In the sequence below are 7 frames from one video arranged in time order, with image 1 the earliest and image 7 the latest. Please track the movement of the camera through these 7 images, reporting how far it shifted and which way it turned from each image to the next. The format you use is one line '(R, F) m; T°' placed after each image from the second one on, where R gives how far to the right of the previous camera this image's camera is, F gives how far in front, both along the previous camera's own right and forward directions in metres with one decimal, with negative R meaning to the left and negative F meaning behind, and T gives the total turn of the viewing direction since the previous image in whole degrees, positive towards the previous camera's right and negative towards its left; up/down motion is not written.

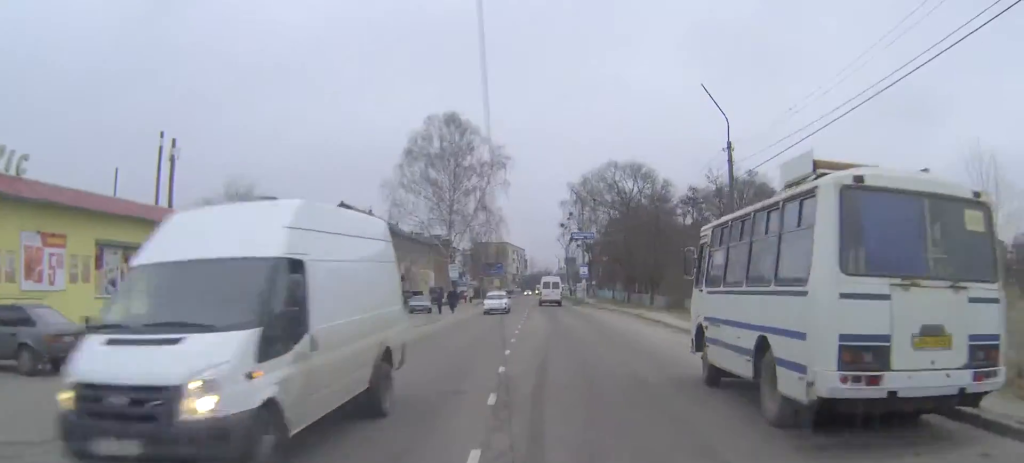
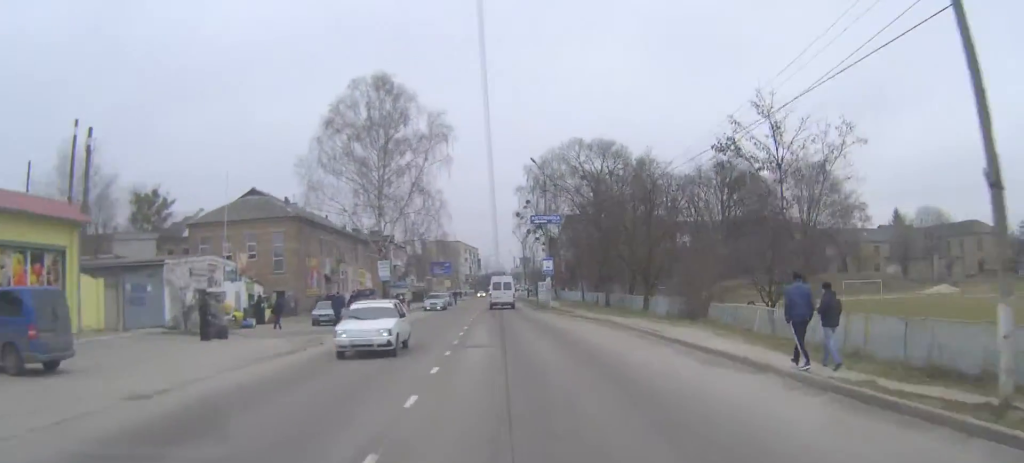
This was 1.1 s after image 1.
(+0.8, +15.9) m; +5°
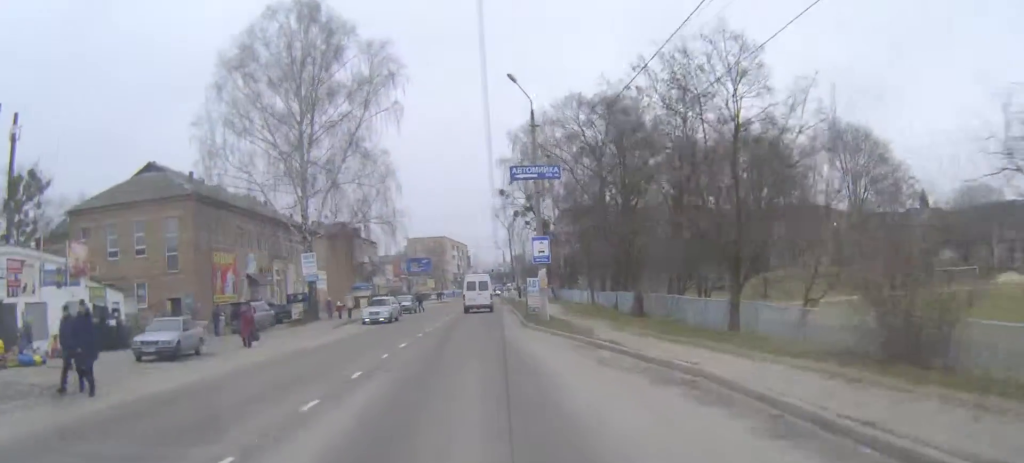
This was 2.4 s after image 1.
(+0.6, +19.5) m; +1°
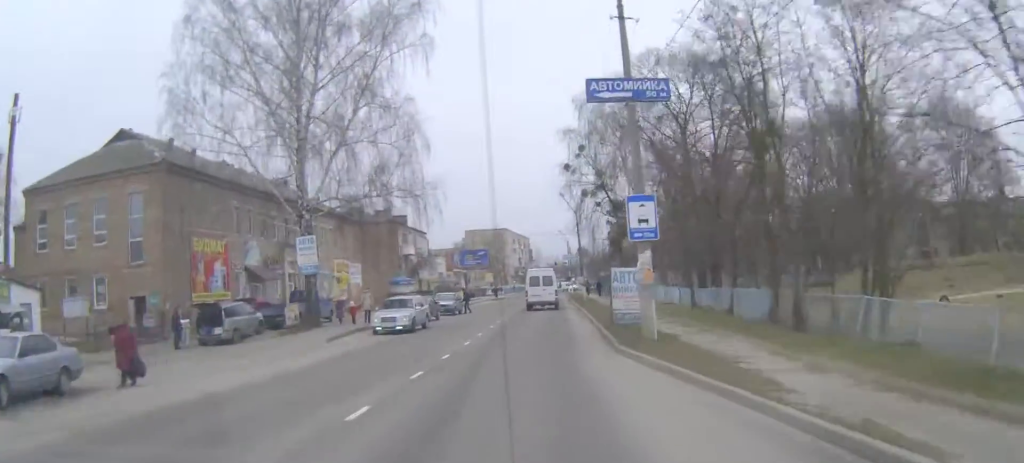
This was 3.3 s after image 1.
(-0.1, +12.3) m; -2°
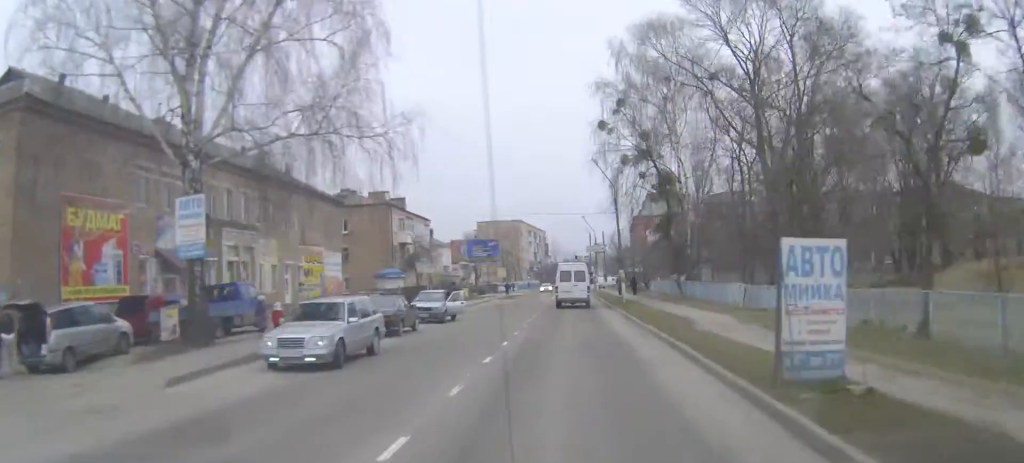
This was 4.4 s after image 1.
(-0.4, +14.0) m; -1°
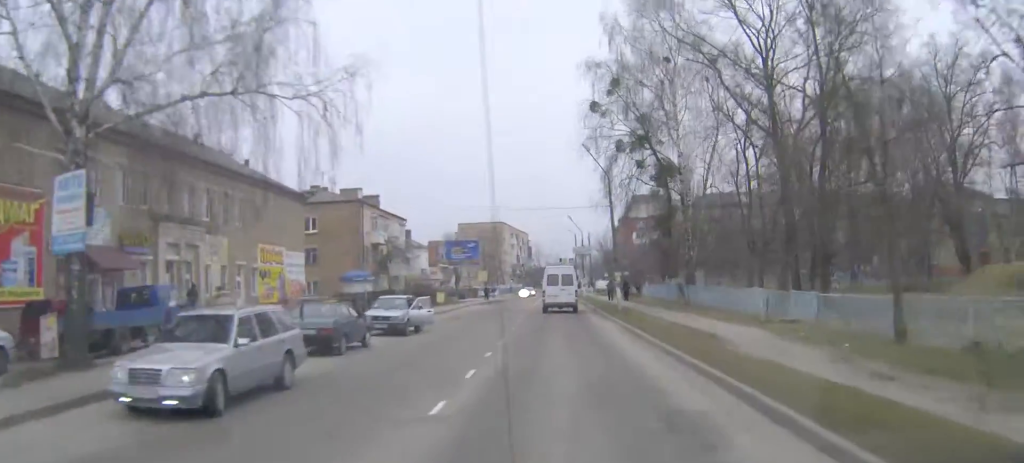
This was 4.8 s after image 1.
(-0.1, +5.6) m; 0°
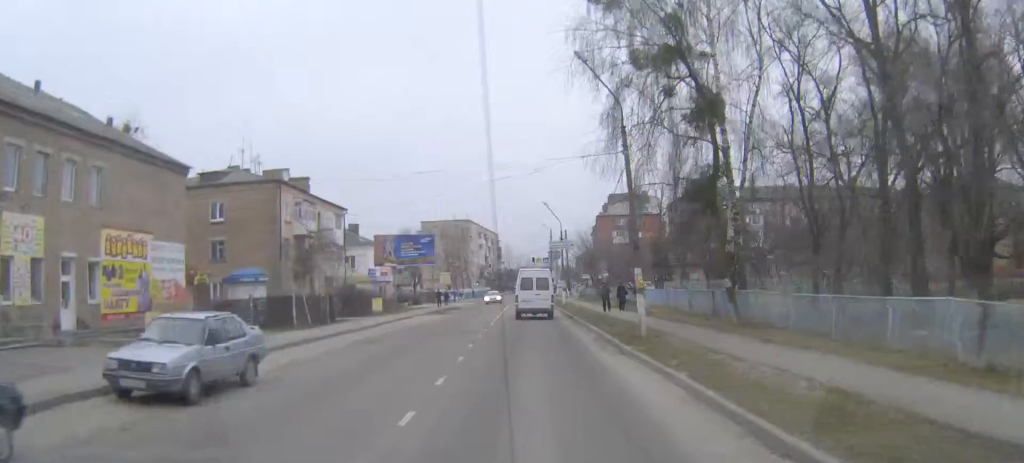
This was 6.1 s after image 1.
(+0.3, +15.8) m; +1°
